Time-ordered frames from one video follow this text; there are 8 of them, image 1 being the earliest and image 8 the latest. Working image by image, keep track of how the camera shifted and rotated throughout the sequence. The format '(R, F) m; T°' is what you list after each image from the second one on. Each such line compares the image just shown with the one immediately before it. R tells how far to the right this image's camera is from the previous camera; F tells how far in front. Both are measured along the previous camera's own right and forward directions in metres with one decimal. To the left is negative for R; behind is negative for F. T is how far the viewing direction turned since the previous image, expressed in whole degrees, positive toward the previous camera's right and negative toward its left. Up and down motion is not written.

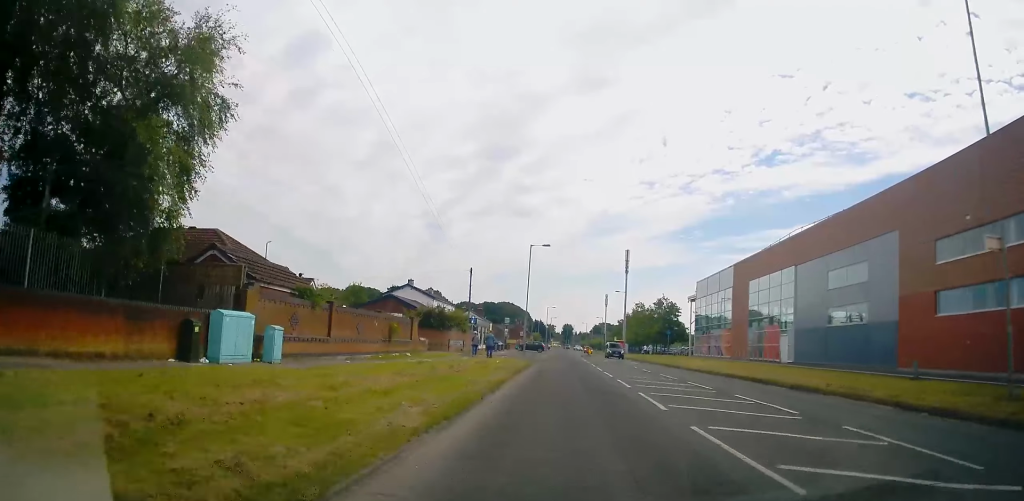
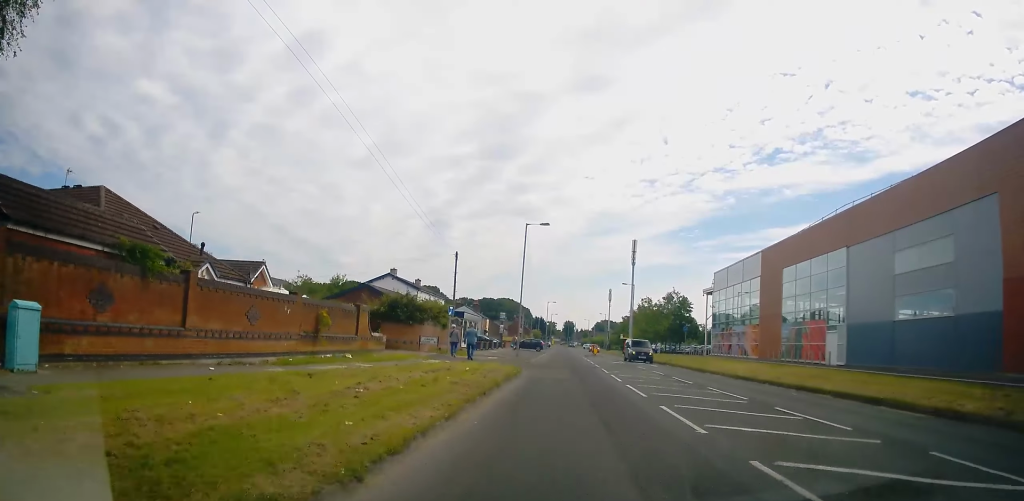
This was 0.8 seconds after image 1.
(+0.1, +8.7) m; +1°
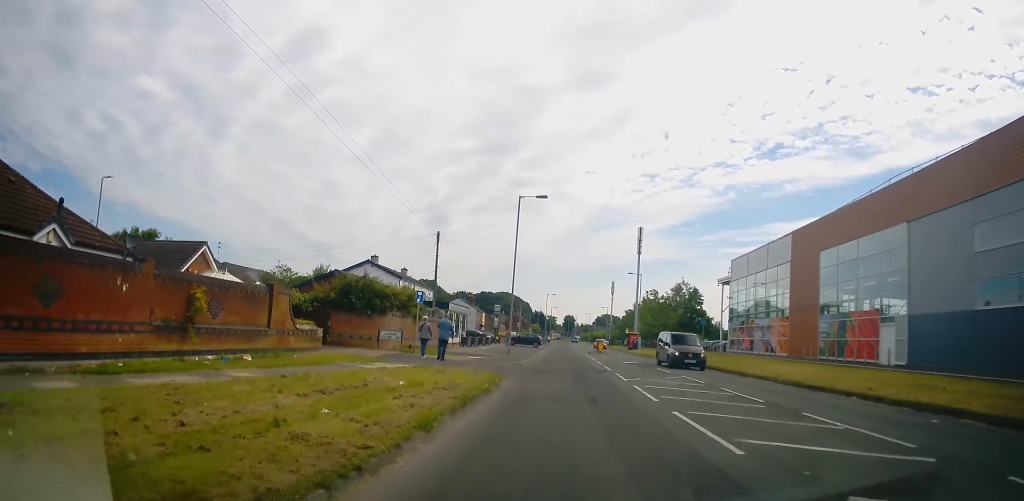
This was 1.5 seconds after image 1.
(+0.1, +7.3) m; +1°
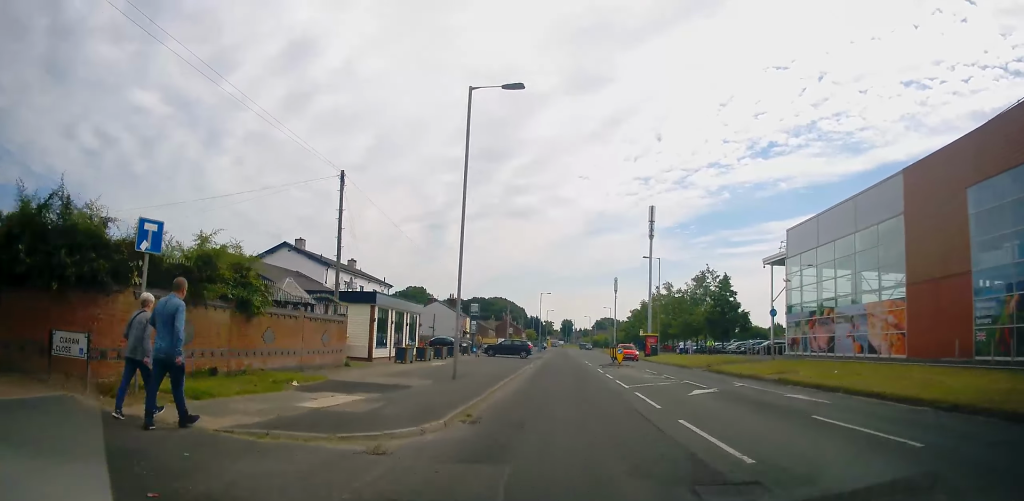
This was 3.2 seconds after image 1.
(-0.1, +18.0) m; -1°
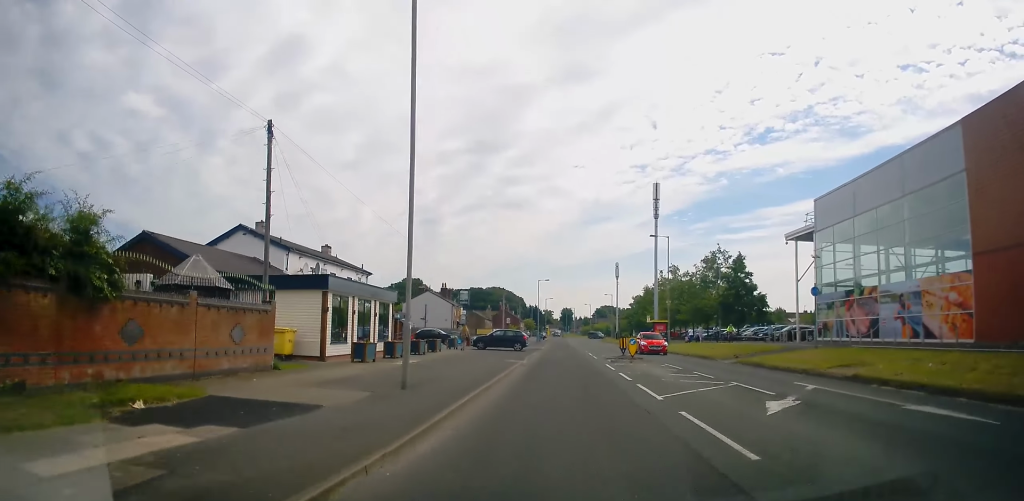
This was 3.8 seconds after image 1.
(-0.1, +6.3) m; 0°
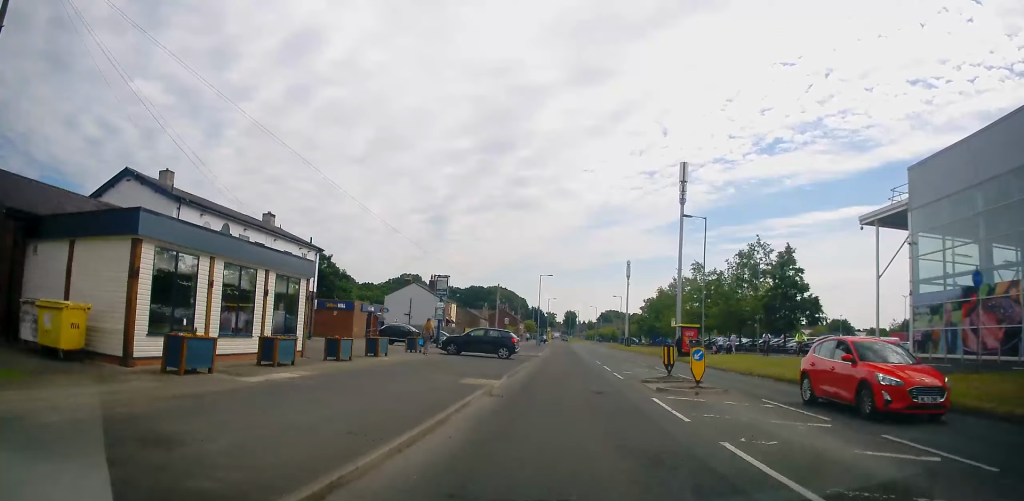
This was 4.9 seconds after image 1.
(+0.3, +12.2) m; 0°
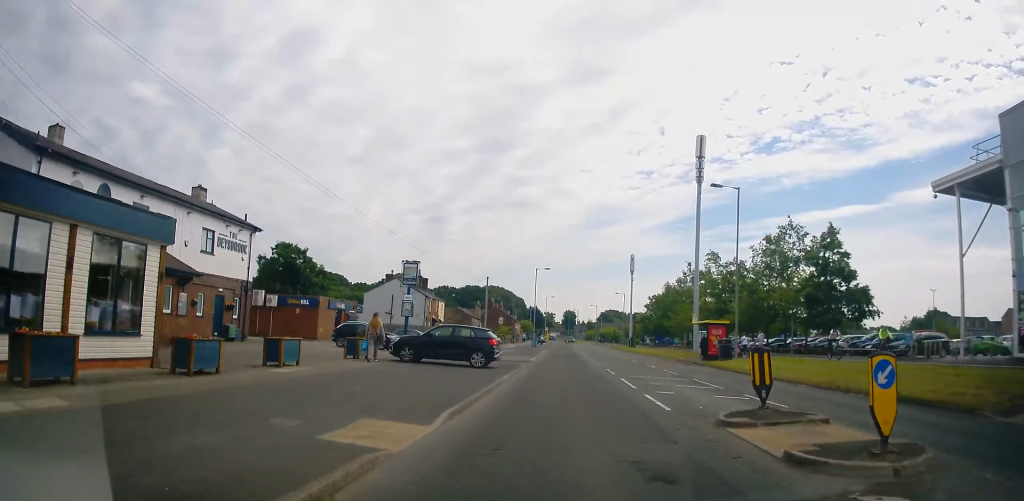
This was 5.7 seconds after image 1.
(-0.2, +8.6) m; -1°
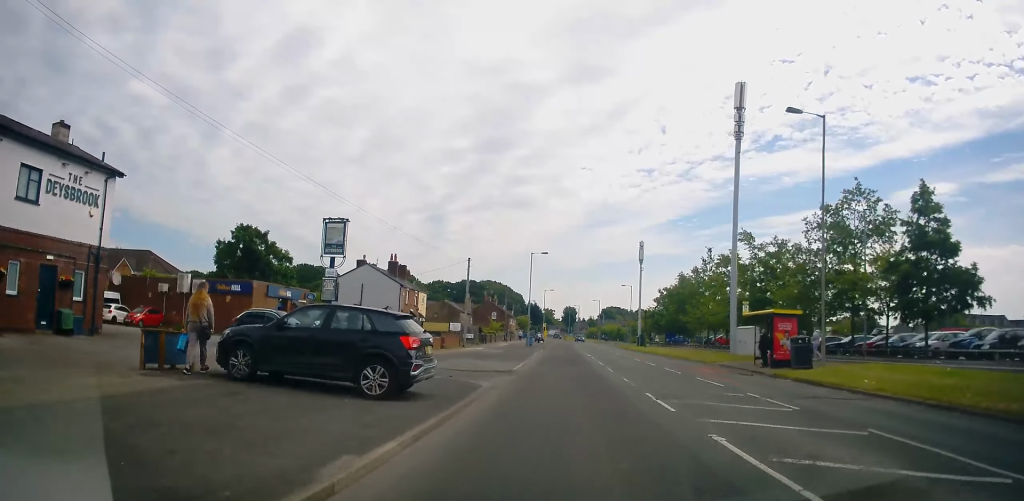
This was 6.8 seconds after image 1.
(+0.1, +12.1) m; +1°
